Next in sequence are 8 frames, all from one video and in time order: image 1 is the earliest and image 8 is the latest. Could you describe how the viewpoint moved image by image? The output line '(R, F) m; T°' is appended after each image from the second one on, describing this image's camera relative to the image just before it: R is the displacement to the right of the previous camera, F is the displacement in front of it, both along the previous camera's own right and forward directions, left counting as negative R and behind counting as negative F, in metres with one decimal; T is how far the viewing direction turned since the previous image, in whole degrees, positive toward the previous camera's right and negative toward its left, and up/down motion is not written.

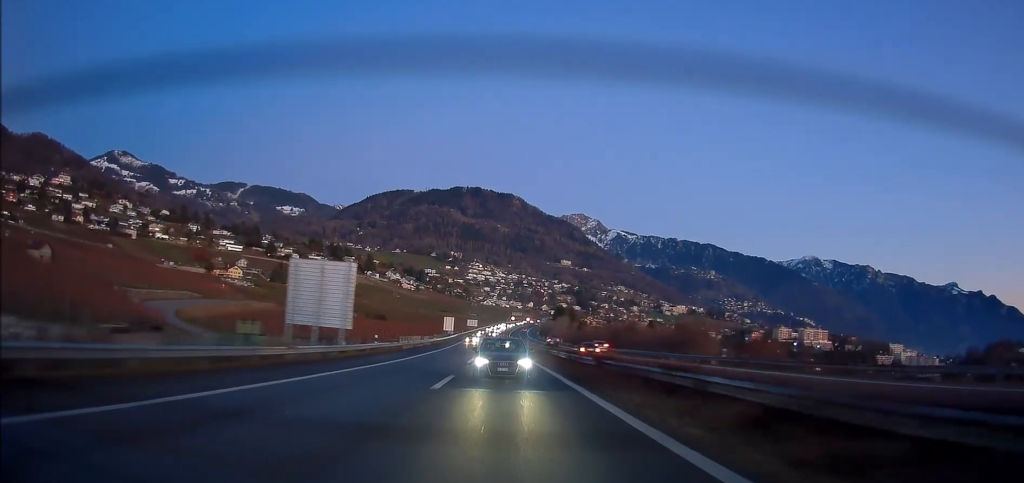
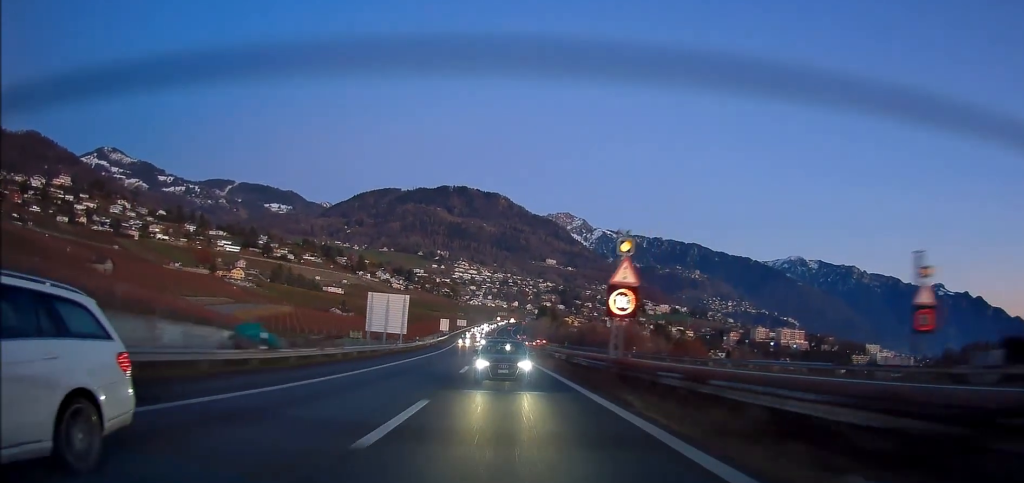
(+0.5, +27.9) m; +1°
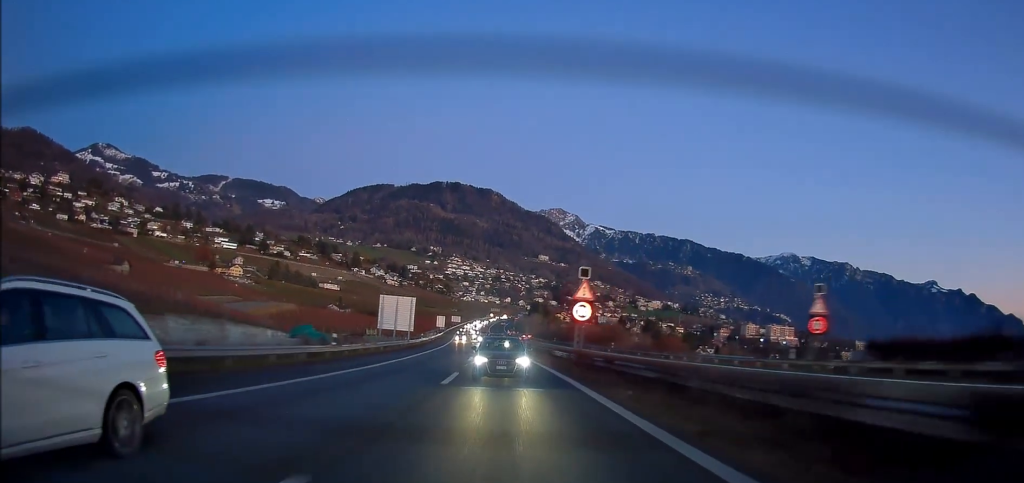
(0.0, +10.1) m; 0°
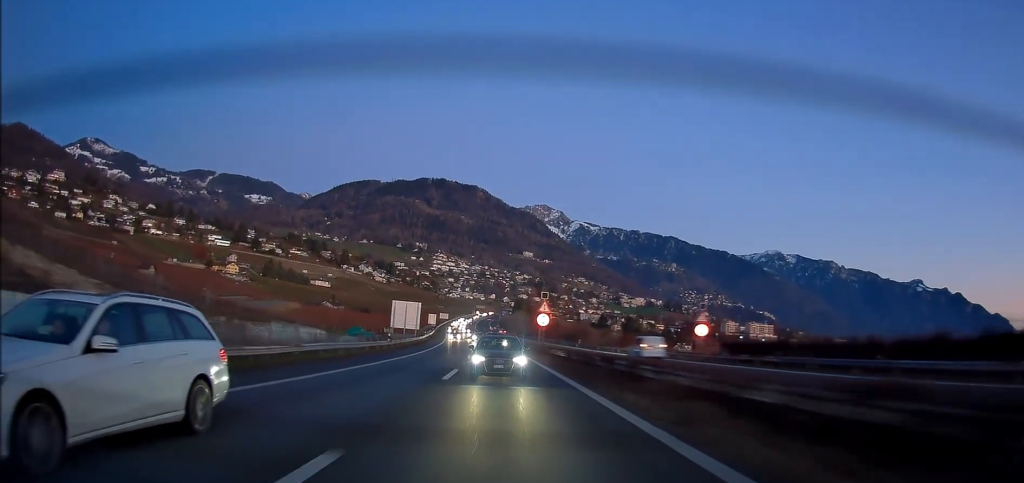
(+0.1, +19.5) m; +1°
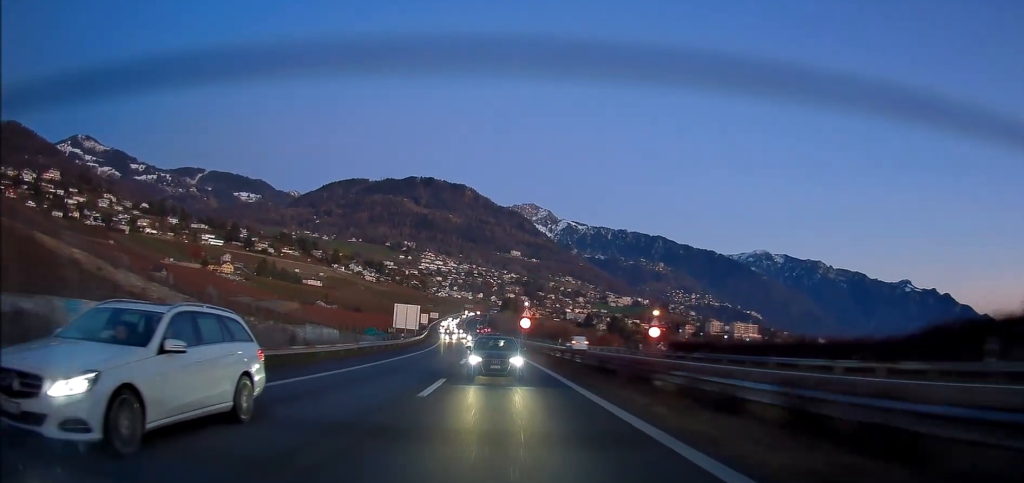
(0.0, +12.7) m; +1°
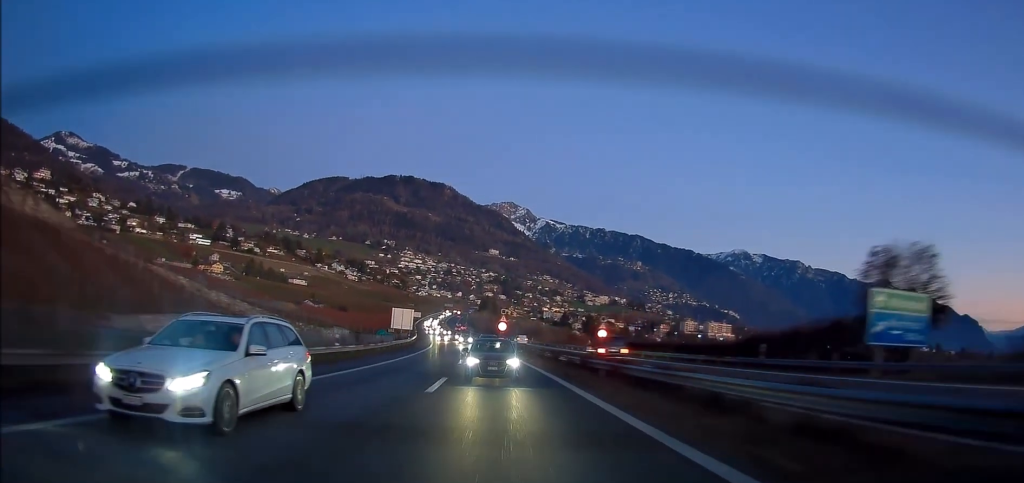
(+0.3, +19.7) m; +2°
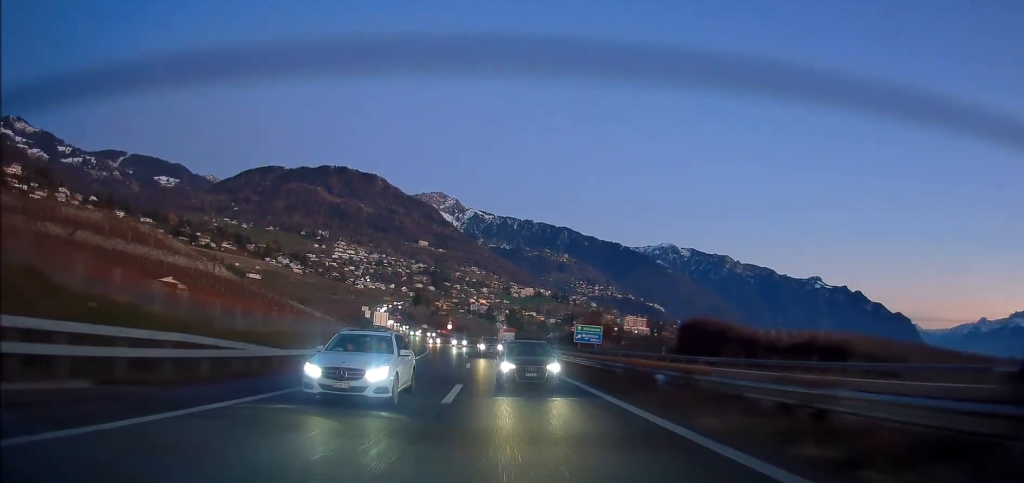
(+5.2, +70.9) m; +8°
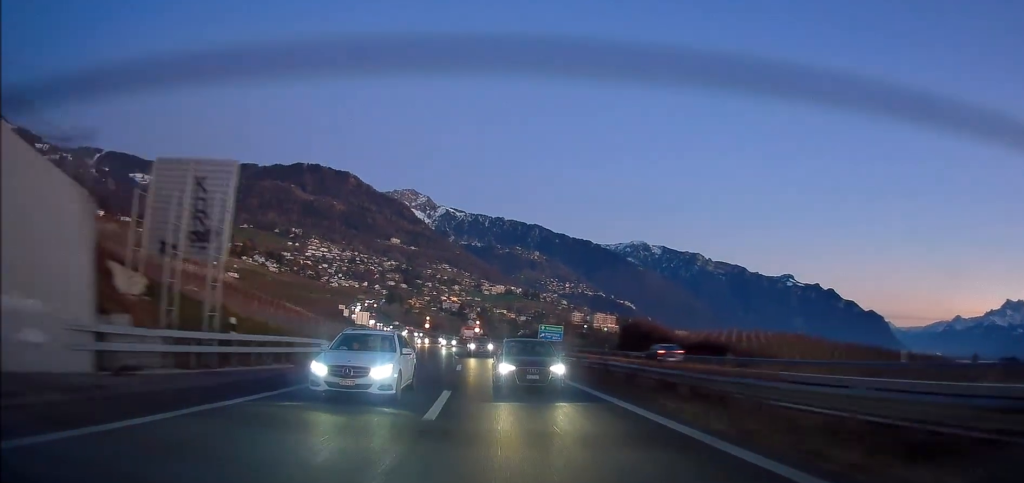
(0.0, +15.5) m; +1°
